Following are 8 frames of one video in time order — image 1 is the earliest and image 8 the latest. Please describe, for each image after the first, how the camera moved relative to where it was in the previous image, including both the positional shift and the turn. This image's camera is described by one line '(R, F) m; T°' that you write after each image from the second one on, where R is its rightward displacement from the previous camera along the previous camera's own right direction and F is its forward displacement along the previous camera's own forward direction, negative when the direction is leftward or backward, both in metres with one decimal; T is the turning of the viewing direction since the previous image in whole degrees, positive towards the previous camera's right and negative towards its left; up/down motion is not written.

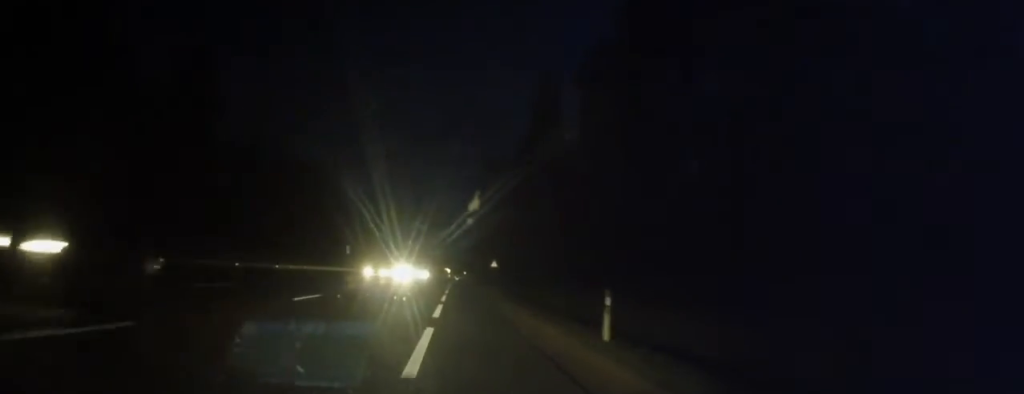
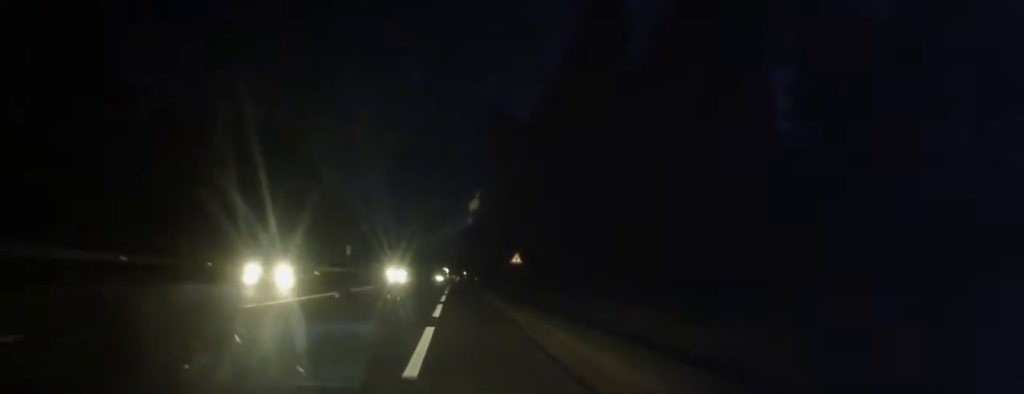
(-0.2, +26.7) m; 0°
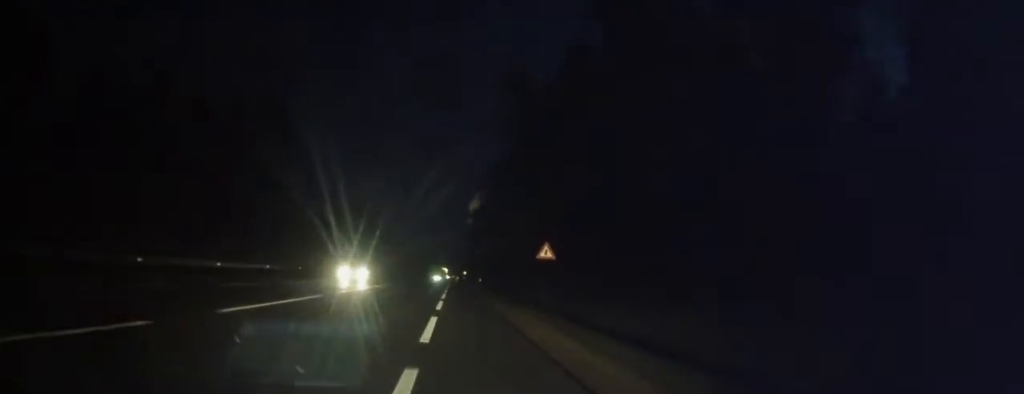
(+0.1, +14.6) m; 0°
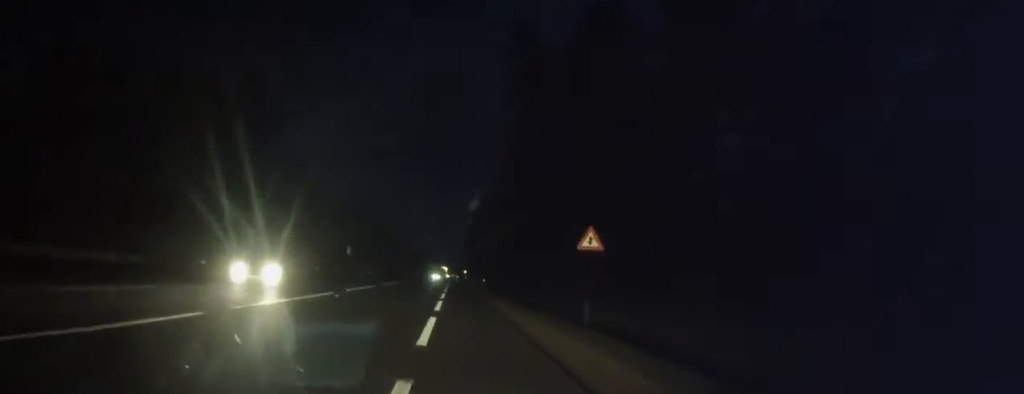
(+0.1, +10.0) m; 0°
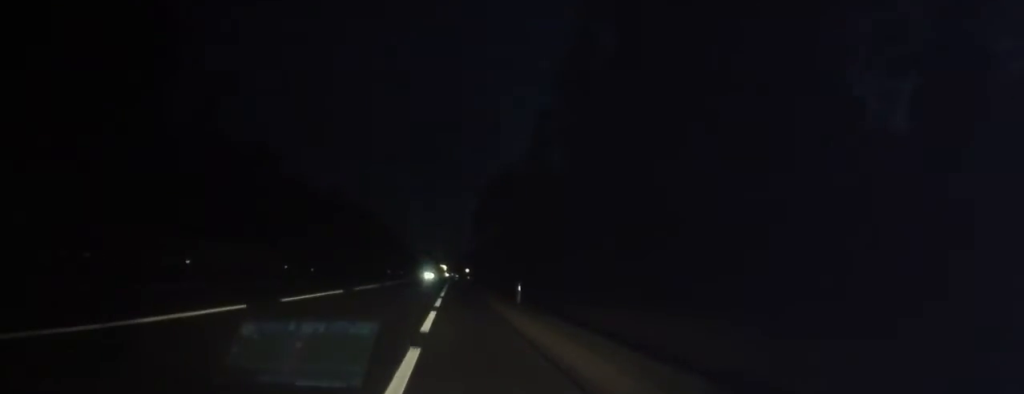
(-0.5, +33.7) m; -1°
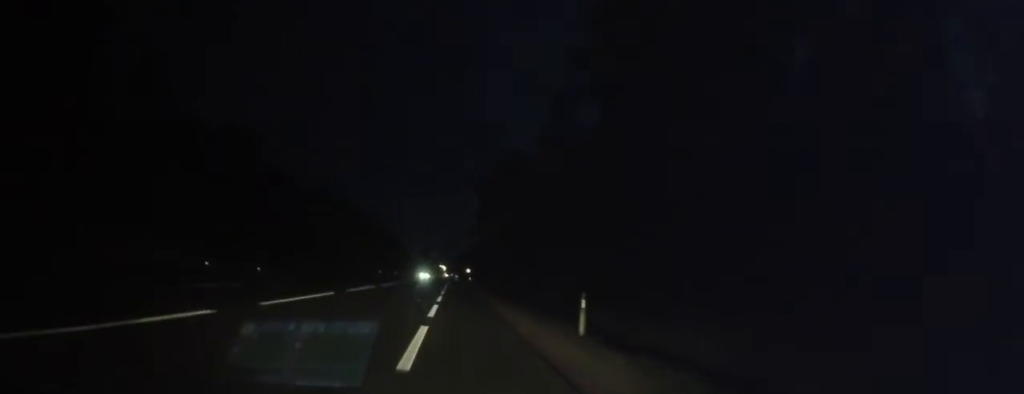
(+0.1, +13.8) m; 0°
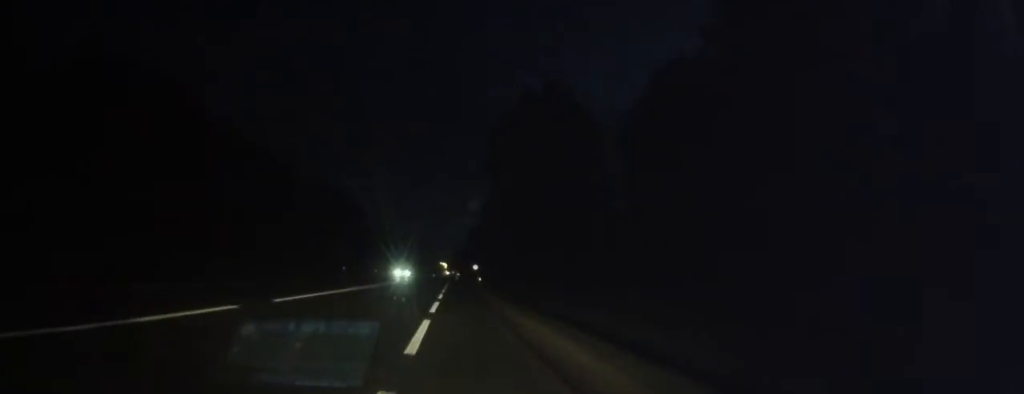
(-0.1, +34.9) m; 0°
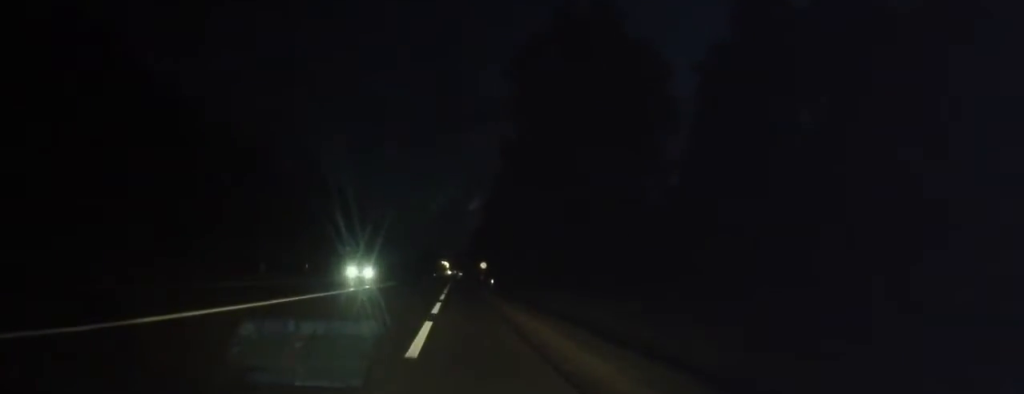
(+0.1, +18.5) m; +1°
